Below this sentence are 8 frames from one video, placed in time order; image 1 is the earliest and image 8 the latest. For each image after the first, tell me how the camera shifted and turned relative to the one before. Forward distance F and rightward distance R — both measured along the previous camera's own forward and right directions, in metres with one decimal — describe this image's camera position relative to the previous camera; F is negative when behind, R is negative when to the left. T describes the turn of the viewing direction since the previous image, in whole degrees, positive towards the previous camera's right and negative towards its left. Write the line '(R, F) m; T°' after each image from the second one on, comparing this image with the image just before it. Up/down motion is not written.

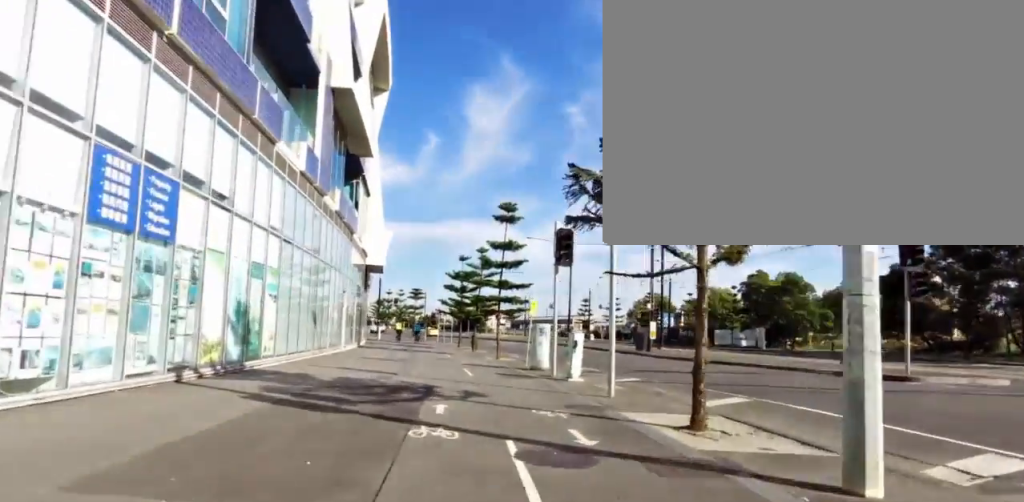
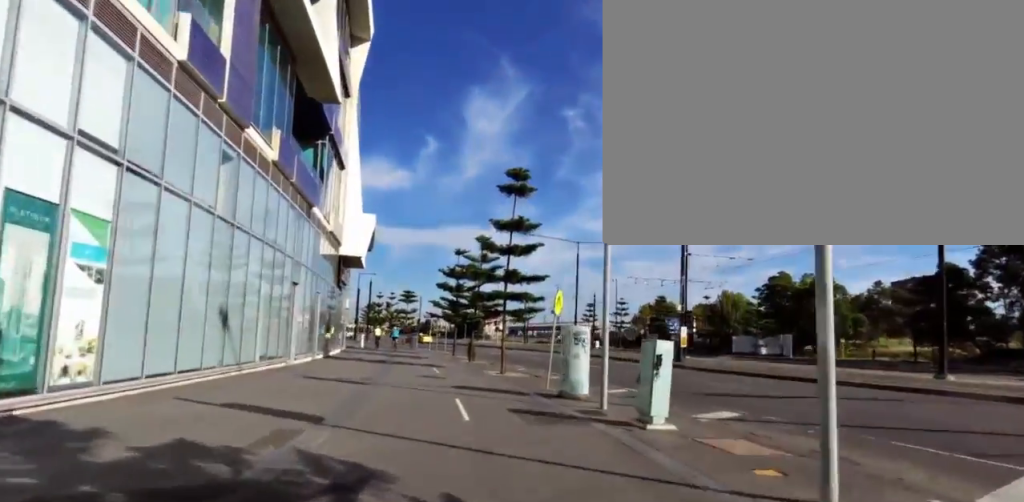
(-0.8, +6.4) m; -7°
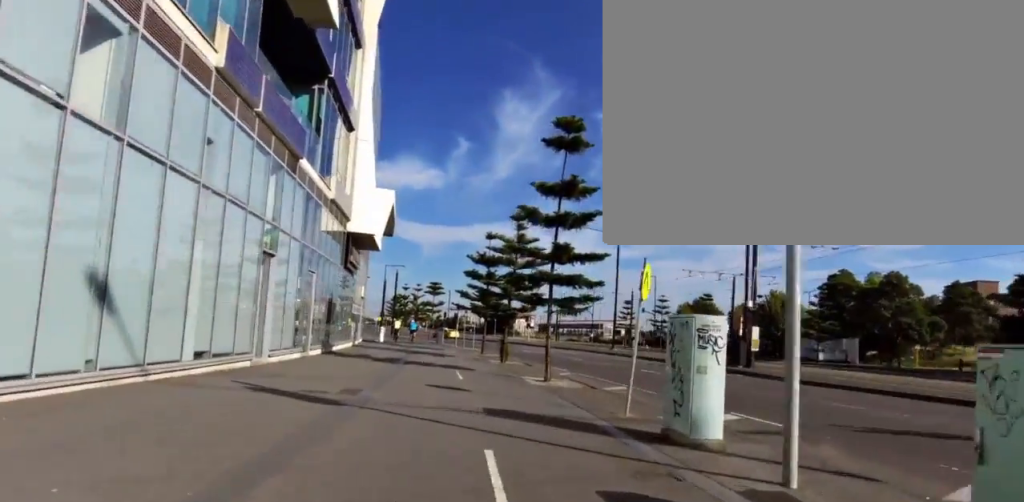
(0.0, +5.2) m; +4°
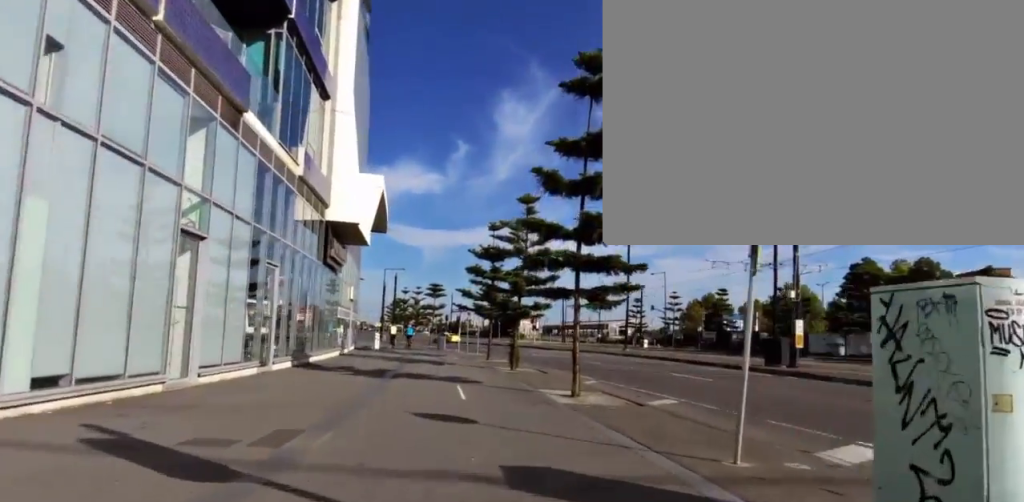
(0.0, +3.7) m; +2°
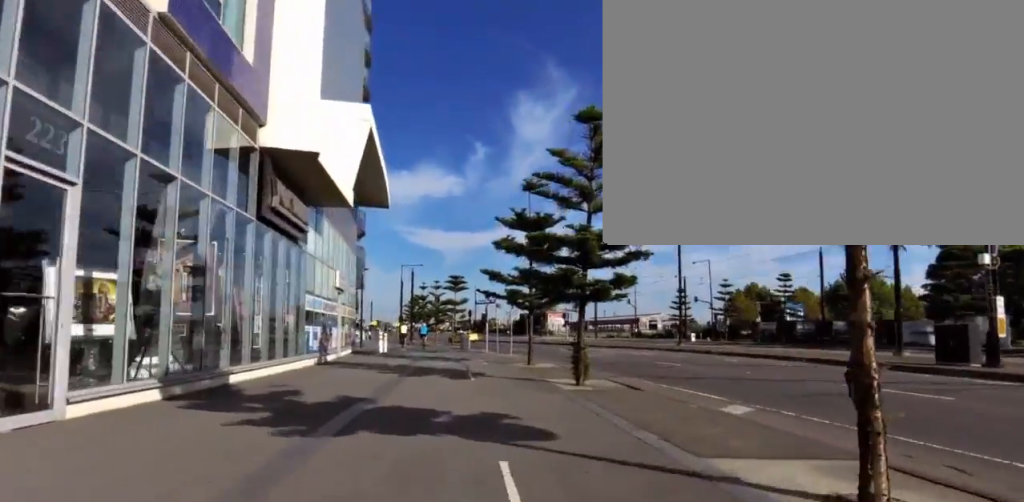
(+0.5, +8.7) m; -4°
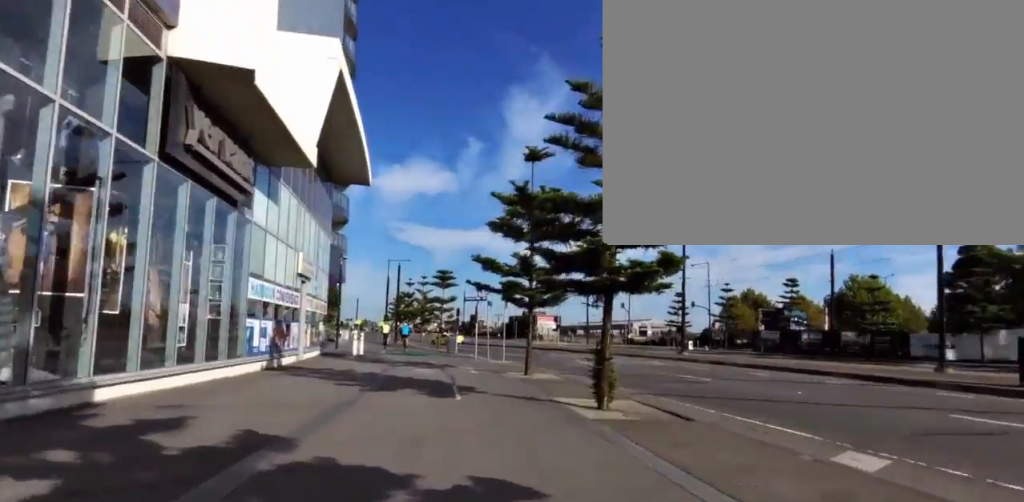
(-0.3, +3.8) m; -6°
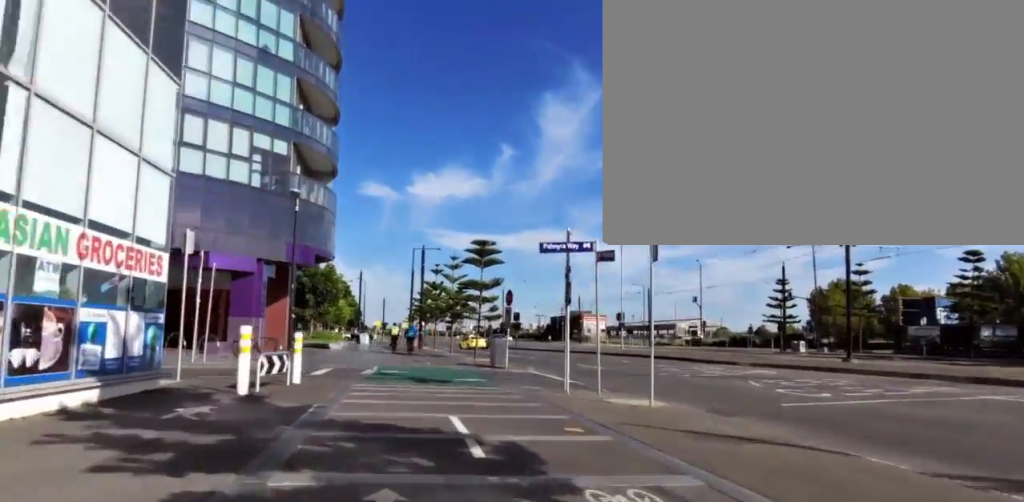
(-0.8, +17.7) m; -10°
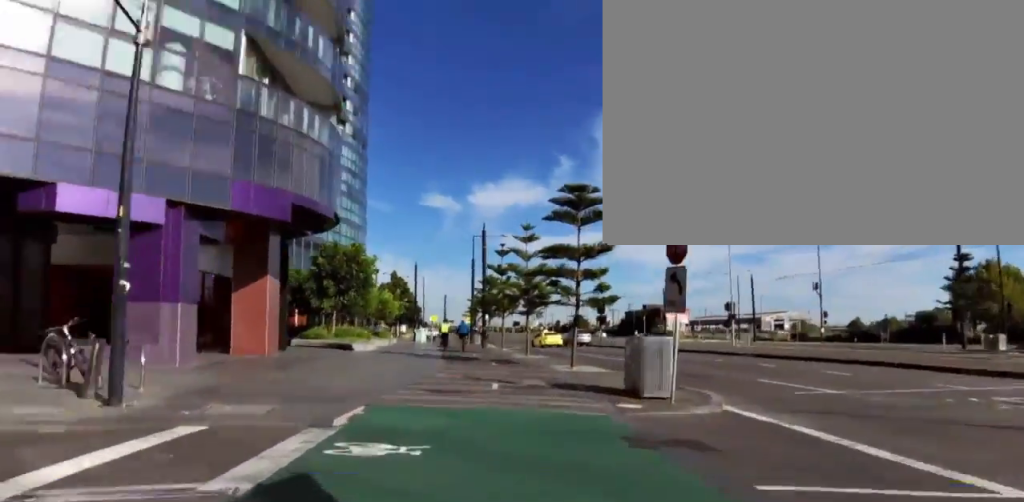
(-0.8, +13.2) m; -7°
